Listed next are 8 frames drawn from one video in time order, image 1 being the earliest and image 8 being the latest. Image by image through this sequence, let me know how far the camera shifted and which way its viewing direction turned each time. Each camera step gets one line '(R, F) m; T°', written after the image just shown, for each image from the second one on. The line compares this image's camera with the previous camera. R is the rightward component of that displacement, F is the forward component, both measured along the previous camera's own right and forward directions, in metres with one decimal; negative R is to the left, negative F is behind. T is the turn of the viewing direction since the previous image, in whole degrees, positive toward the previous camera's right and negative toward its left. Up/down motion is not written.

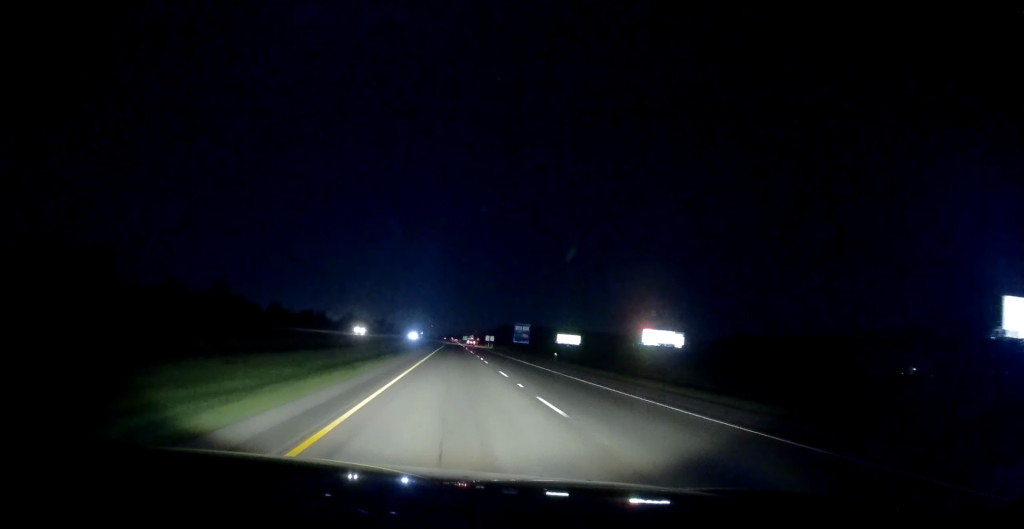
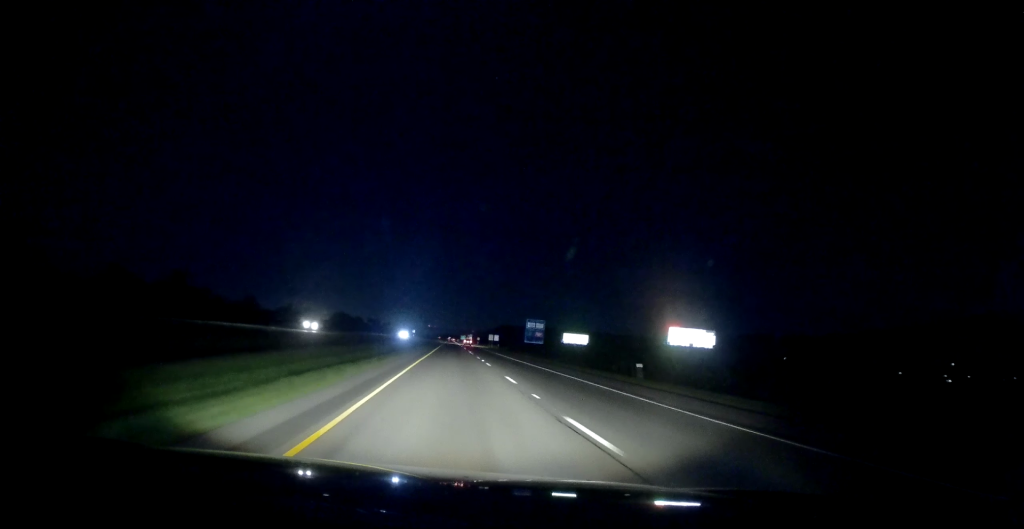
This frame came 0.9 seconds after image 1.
(+0.4, +28.4) m; 0°
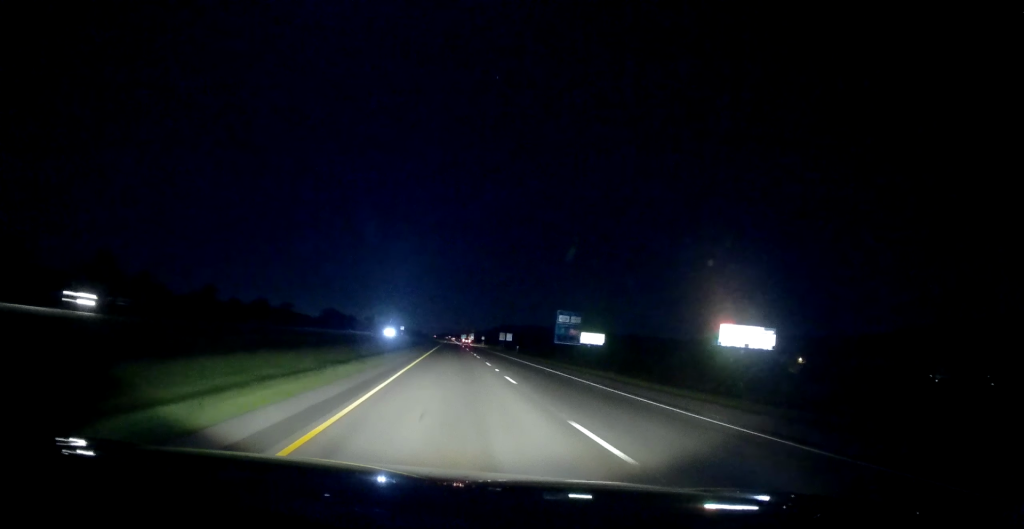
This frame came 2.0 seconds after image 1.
(-0.6, +37.0) m; -1°
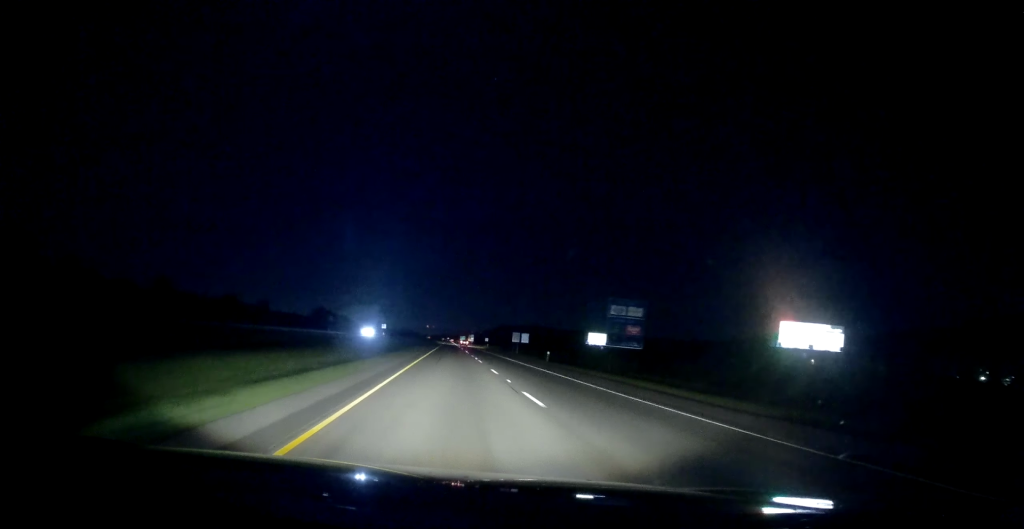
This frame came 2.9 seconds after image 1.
(+0.1, +30.5) m; +1°
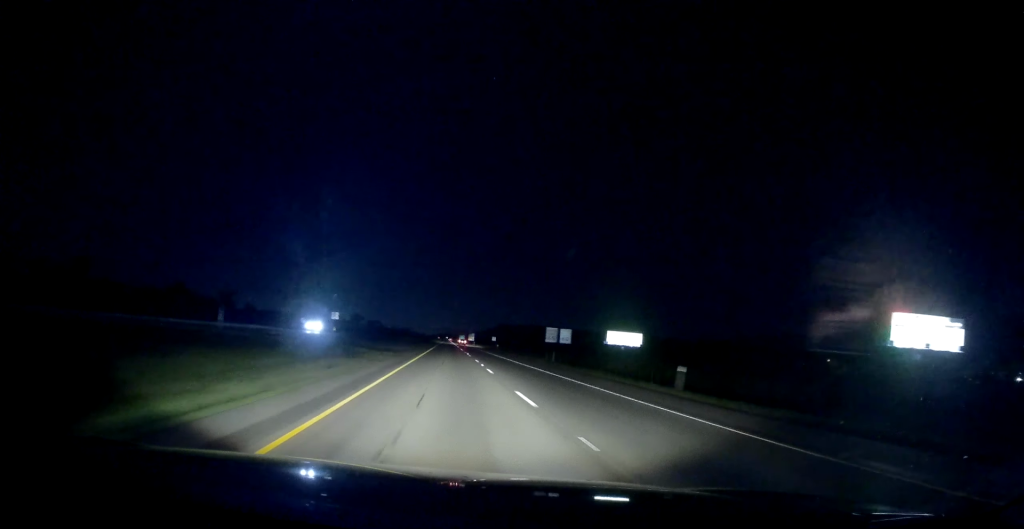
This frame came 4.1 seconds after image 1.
(+0.5, +37.1) m; 0°
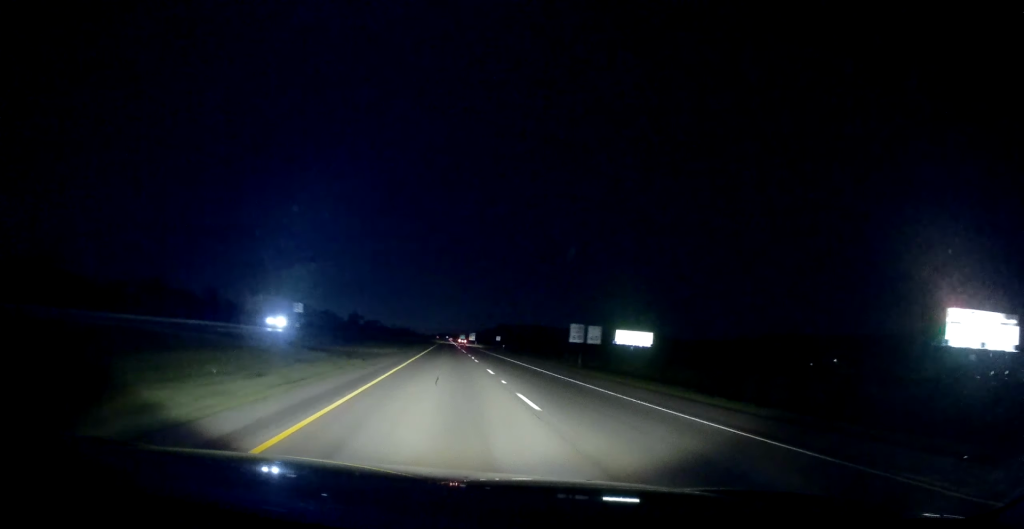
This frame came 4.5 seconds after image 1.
(-0.1, +13.1) m; 0°
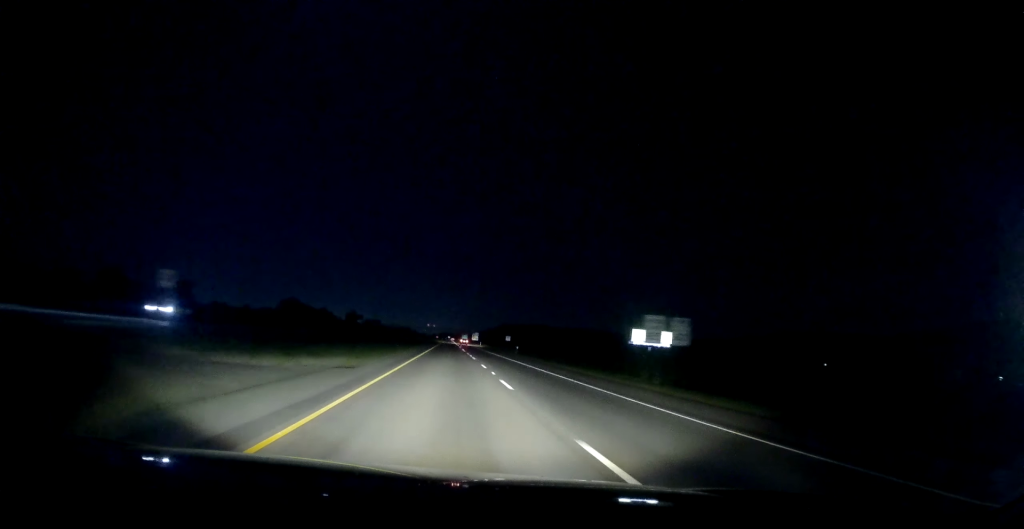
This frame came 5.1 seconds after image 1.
(-0.1, +19.5) m; 0°
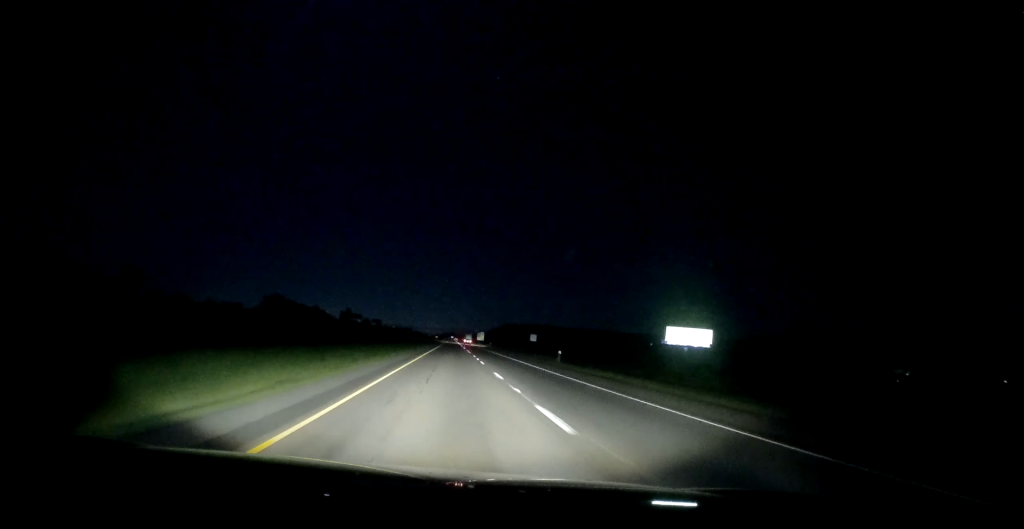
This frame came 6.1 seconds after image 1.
(-0.1, +32.5) m; 0°
